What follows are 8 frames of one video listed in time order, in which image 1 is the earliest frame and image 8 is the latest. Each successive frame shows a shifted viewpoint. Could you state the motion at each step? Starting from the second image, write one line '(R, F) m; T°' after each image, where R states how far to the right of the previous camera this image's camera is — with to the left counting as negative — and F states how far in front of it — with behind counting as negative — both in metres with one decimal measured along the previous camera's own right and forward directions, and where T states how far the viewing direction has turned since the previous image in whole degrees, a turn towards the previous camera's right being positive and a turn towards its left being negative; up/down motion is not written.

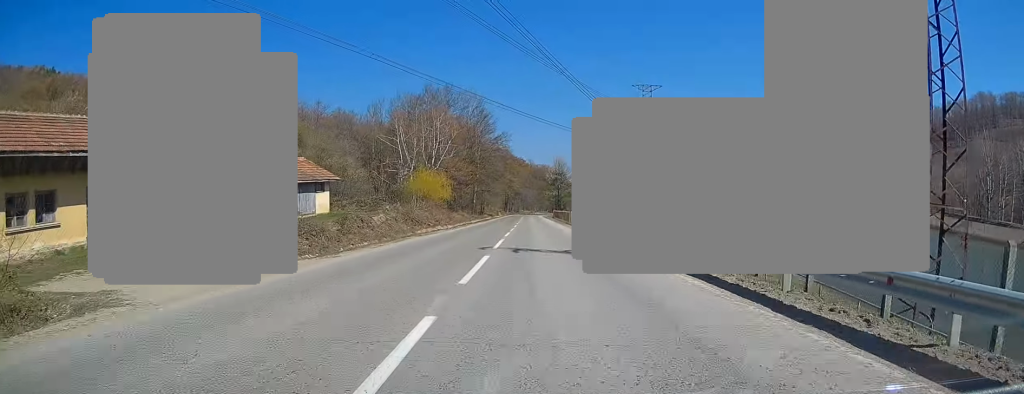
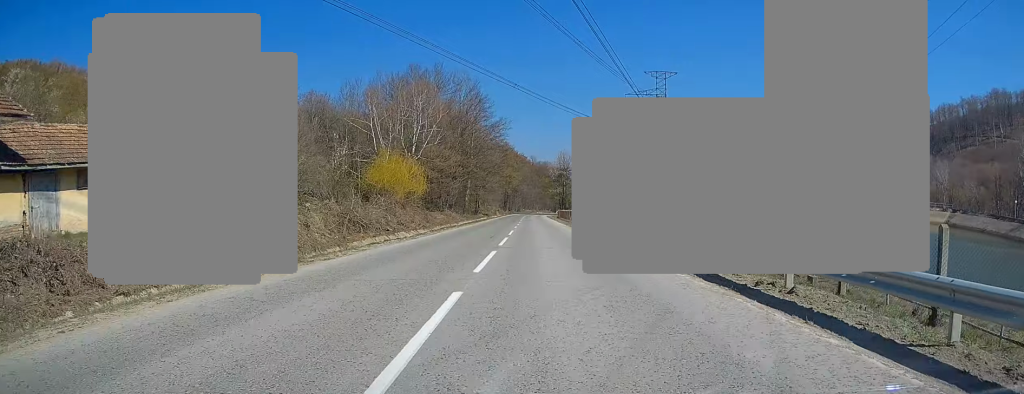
(-0.1, +15.9) m; -1°
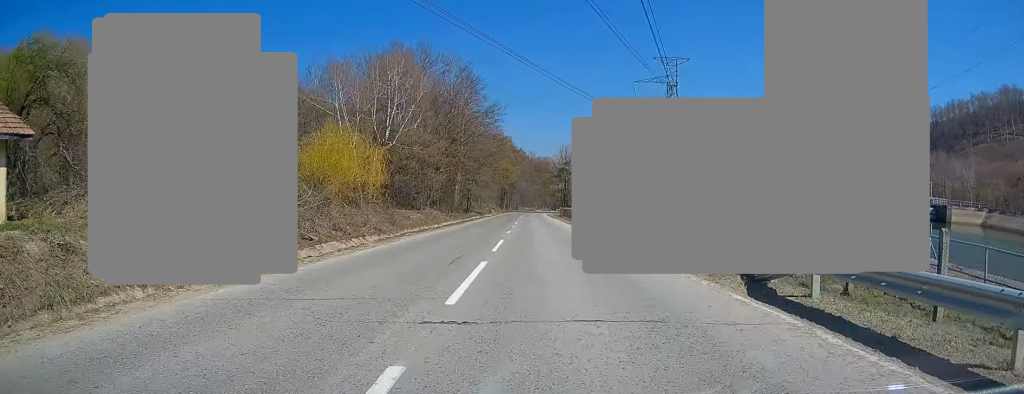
(0.0, +12.9) m; 0°
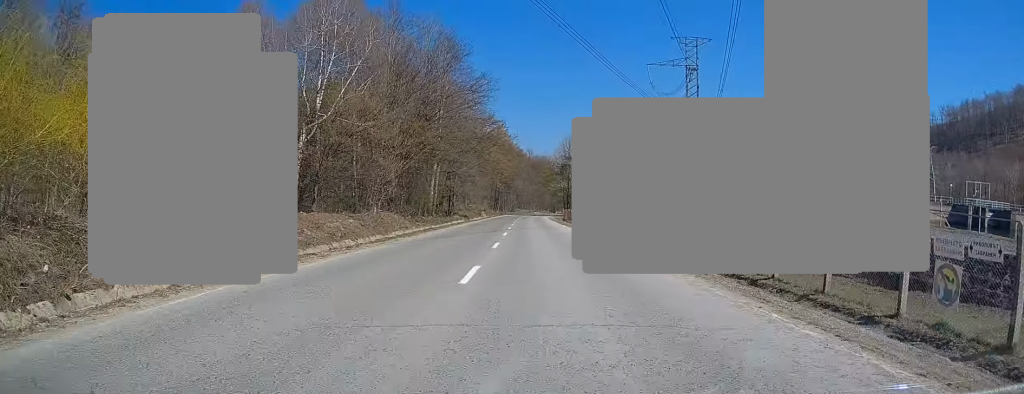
(+0.1, +19.3) m; +1°
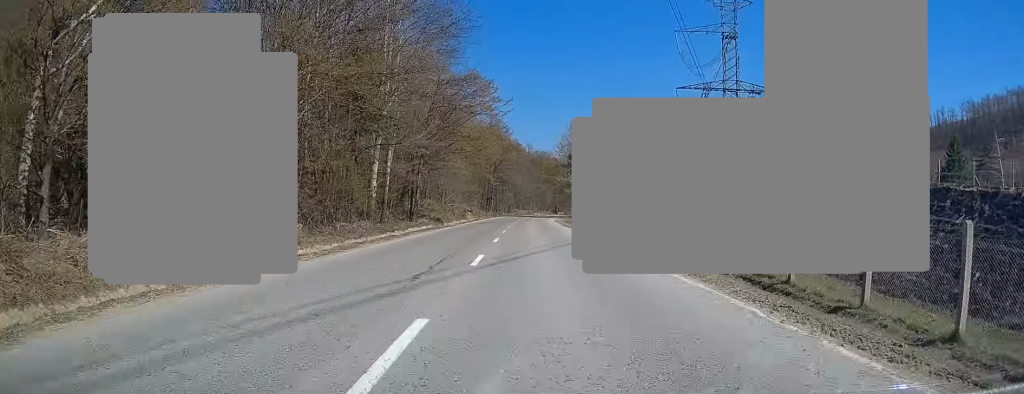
(+0.1, +24.5) m; 0°
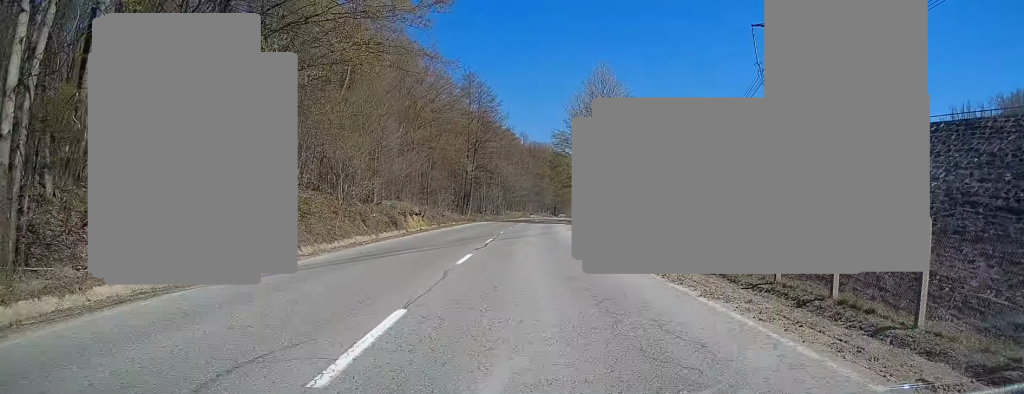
(0.0, +35.8) m; 0°
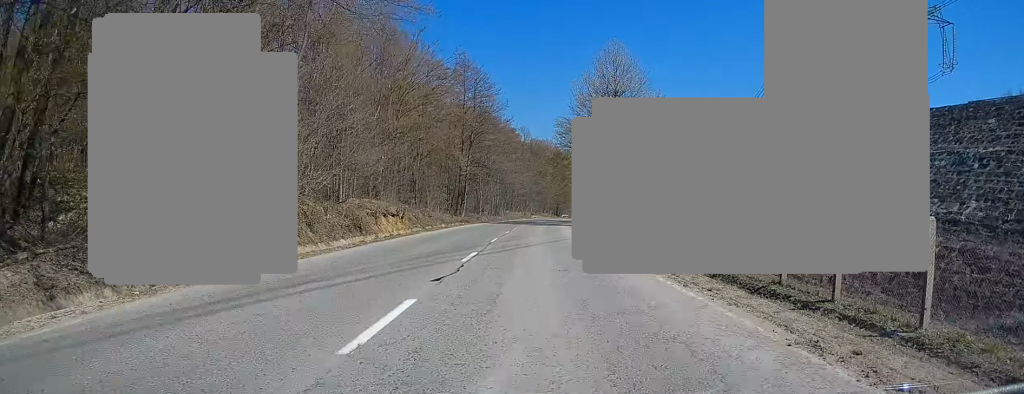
(0.0, +8.3) m; 0°
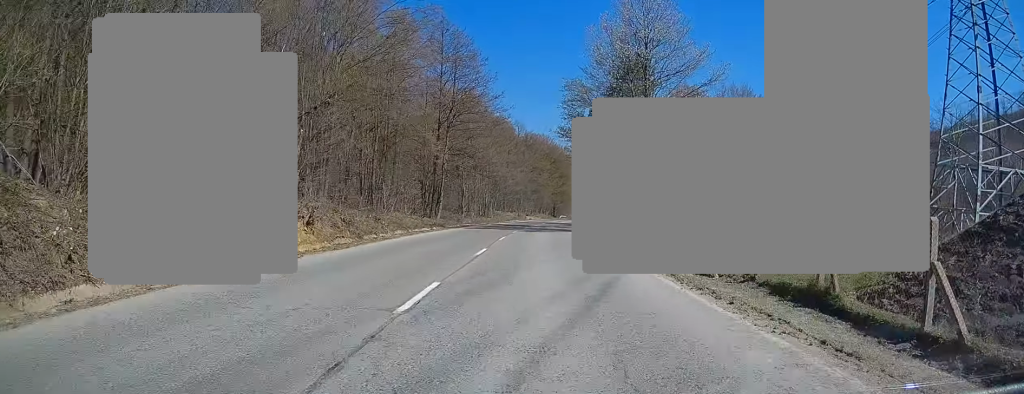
(+0.1, +16.2) m; +1°
